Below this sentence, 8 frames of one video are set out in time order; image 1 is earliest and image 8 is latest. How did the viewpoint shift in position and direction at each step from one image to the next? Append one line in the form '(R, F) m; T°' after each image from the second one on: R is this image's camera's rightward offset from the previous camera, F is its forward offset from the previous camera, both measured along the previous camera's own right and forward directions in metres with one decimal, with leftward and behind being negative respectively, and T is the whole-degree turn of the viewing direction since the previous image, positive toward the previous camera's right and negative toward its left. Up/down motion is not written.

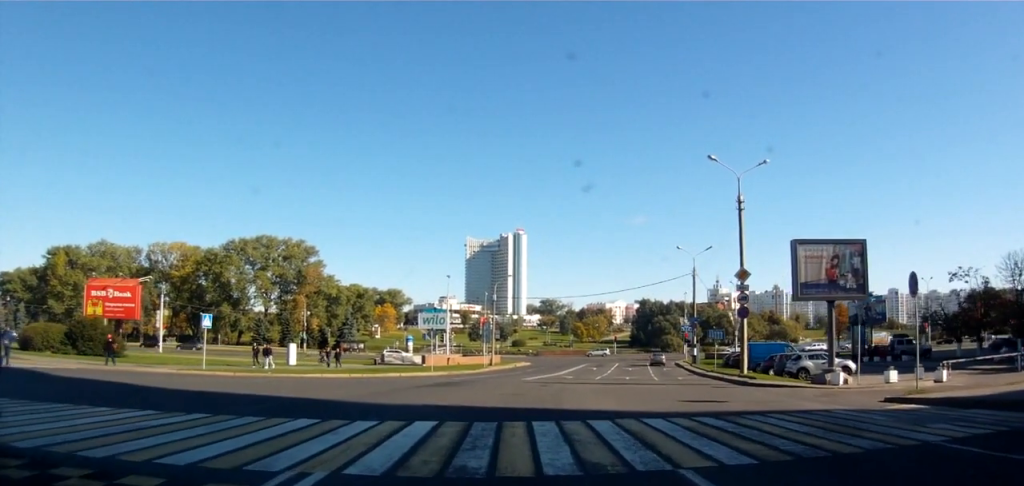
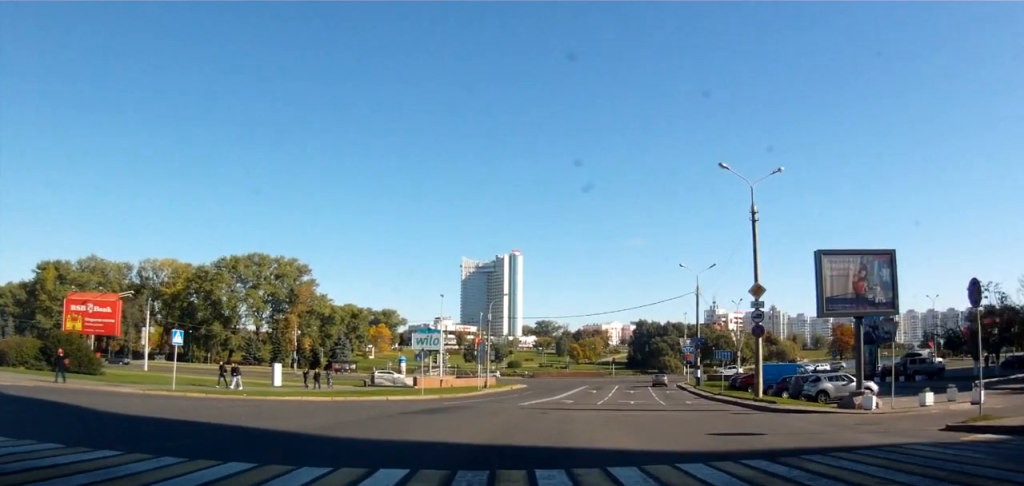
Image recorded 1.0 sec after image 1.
(+0.4, +2.2) m; 0°
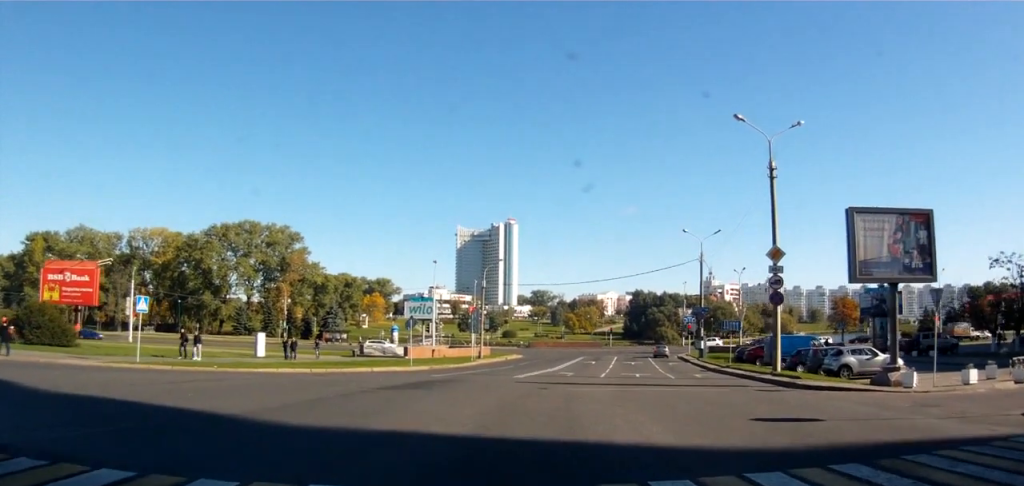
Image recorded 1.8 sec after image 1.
(-0.3, +2.4) m; -2°
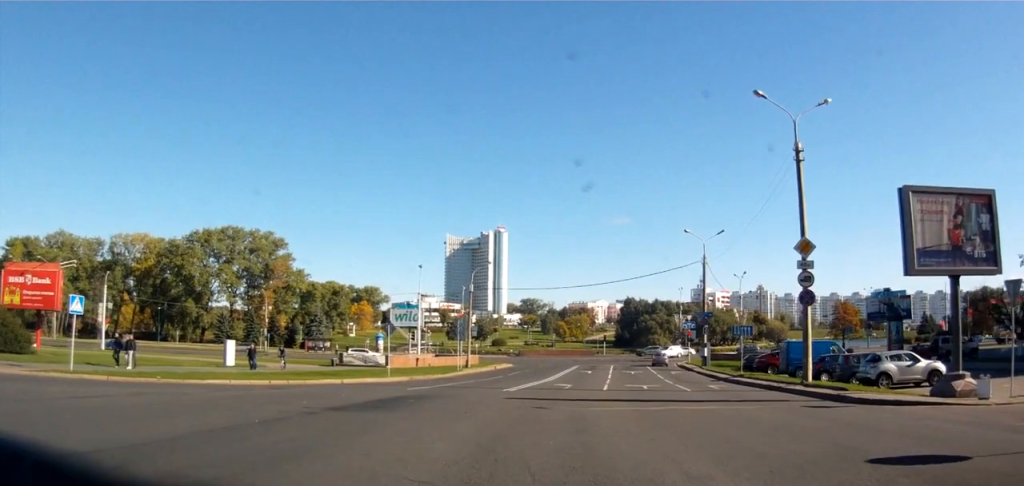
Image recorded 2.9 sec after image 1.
(+0.2, +3.5) m; +2°
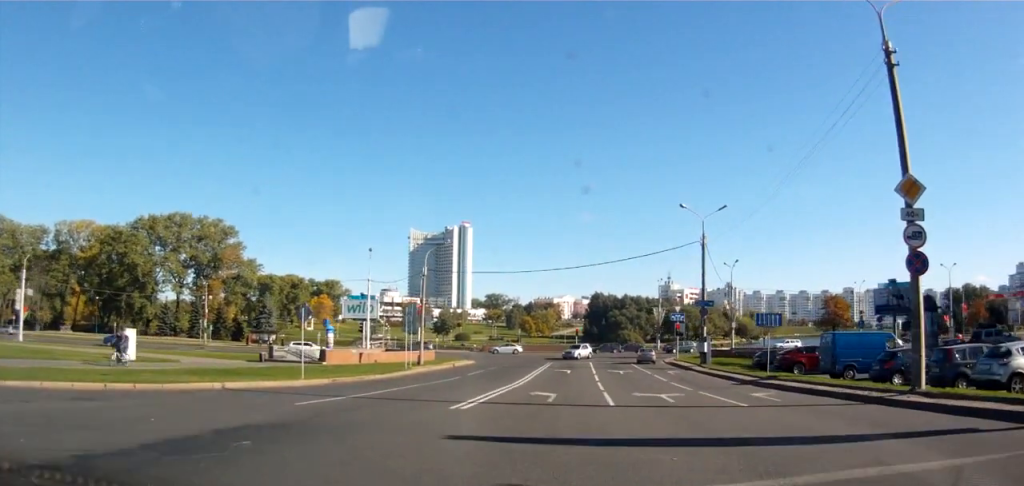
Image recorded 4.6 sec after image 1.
(+0.3, +8.2) m; +7°
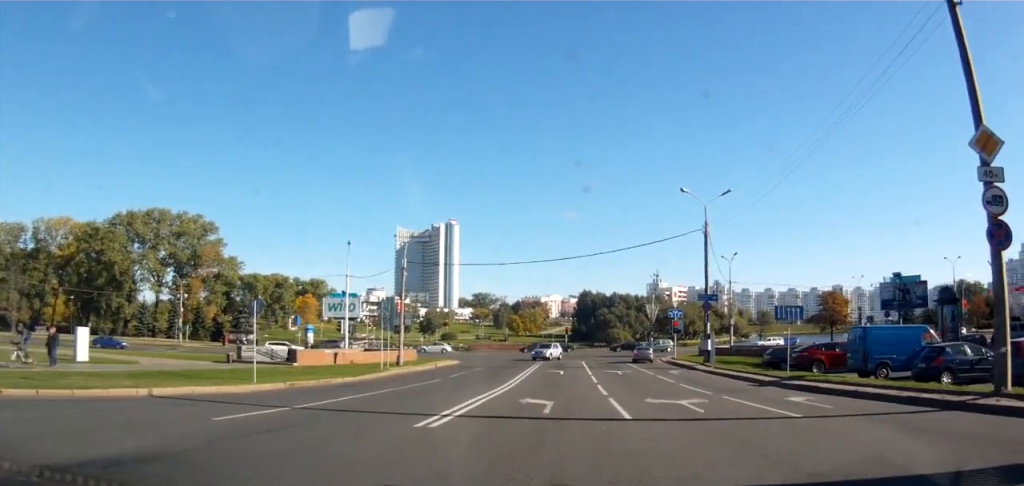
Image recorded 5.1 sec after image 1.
(+0.1, +3.0) m; +3°
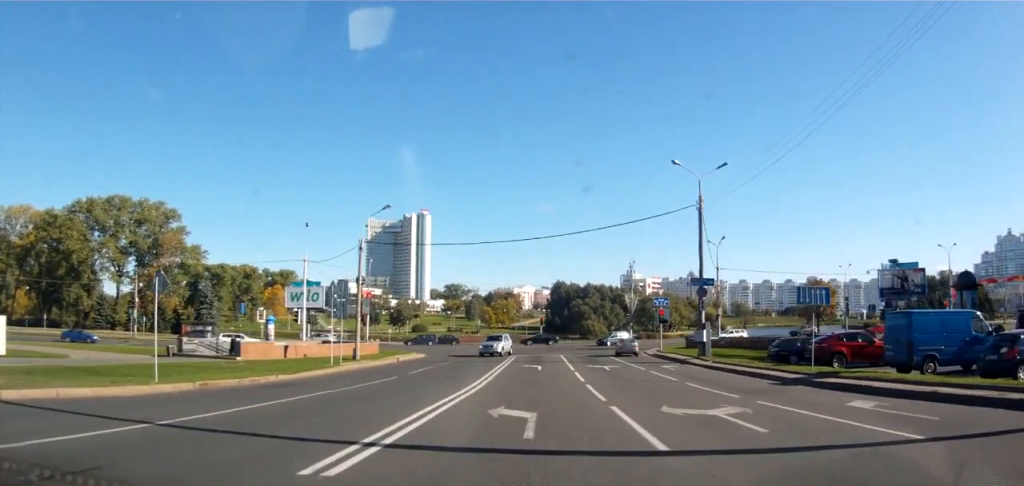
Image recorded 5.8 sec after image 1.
(+0.1, +4.3) m; +1°
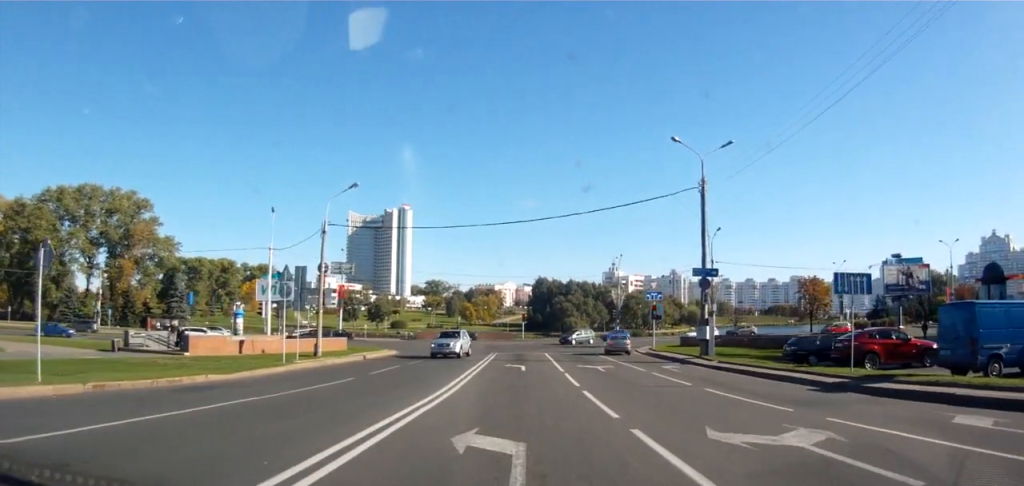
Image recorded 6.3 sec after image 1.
(0.0, +3.8) m; 0°
